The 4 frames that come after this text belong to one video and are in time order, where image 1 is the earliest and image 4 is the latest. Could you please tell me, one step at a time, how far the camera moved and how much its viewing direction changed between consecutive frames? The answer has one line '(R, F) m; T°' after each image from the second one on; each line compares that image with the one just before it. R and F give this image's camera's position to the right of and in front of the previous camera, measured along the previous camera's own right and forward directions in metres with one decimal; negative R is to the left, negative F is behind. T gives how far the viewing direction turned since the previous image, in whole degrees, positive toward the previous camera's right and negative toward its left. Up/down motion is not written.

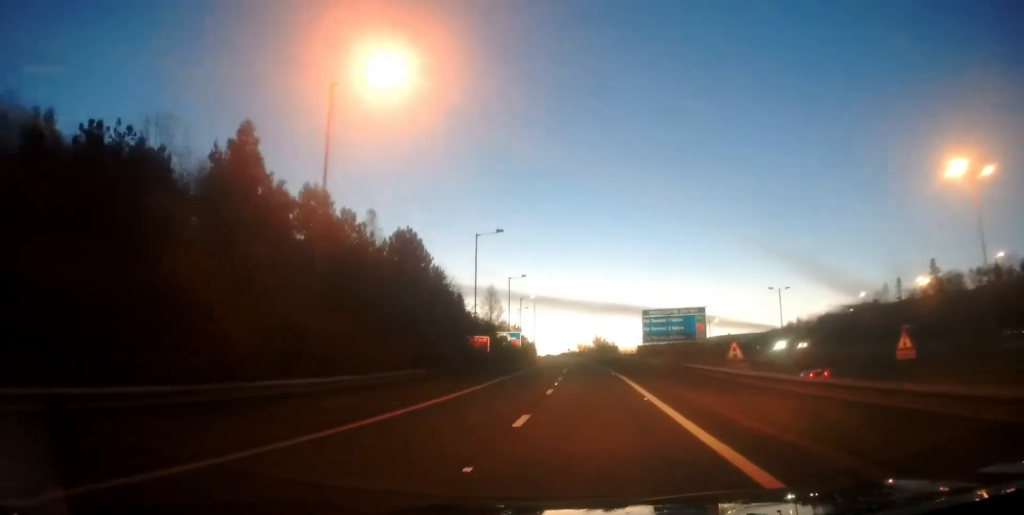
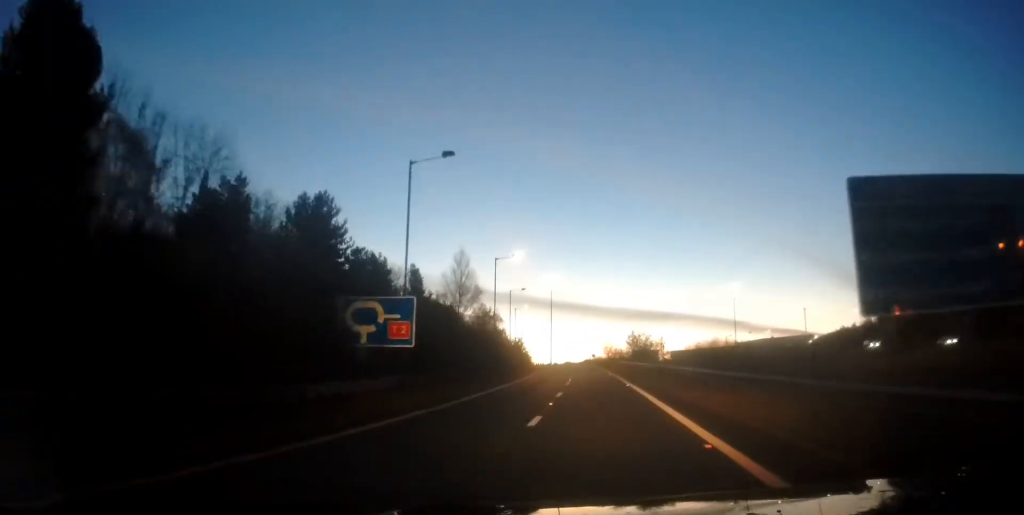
(-2.2, +44.4) m; -4°
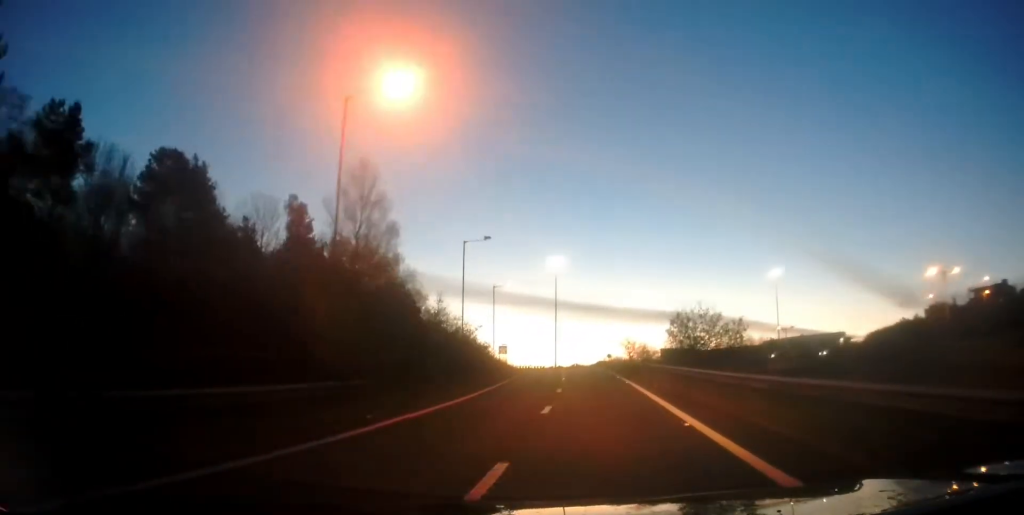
(-0.1, +33.5) m; 0°
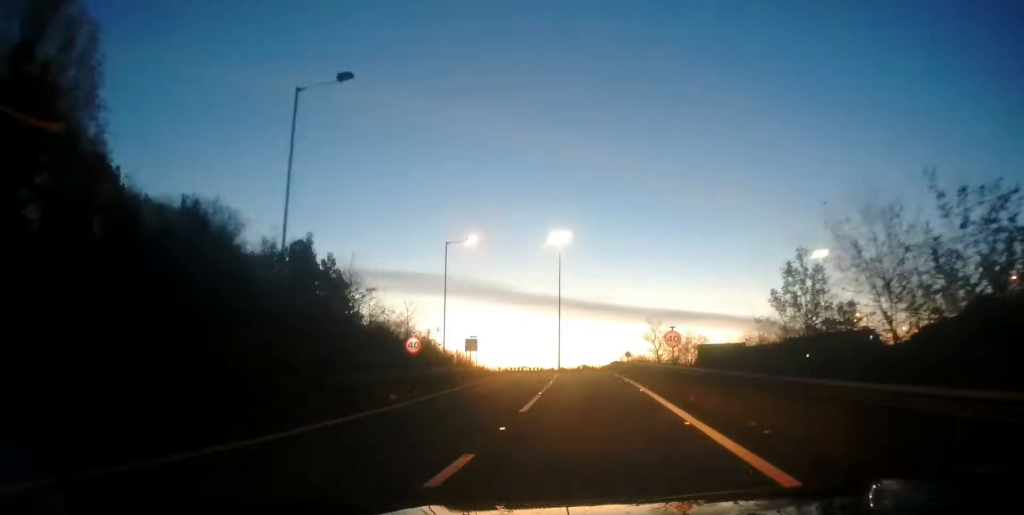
(-0.4, +26.6) m; -2°
